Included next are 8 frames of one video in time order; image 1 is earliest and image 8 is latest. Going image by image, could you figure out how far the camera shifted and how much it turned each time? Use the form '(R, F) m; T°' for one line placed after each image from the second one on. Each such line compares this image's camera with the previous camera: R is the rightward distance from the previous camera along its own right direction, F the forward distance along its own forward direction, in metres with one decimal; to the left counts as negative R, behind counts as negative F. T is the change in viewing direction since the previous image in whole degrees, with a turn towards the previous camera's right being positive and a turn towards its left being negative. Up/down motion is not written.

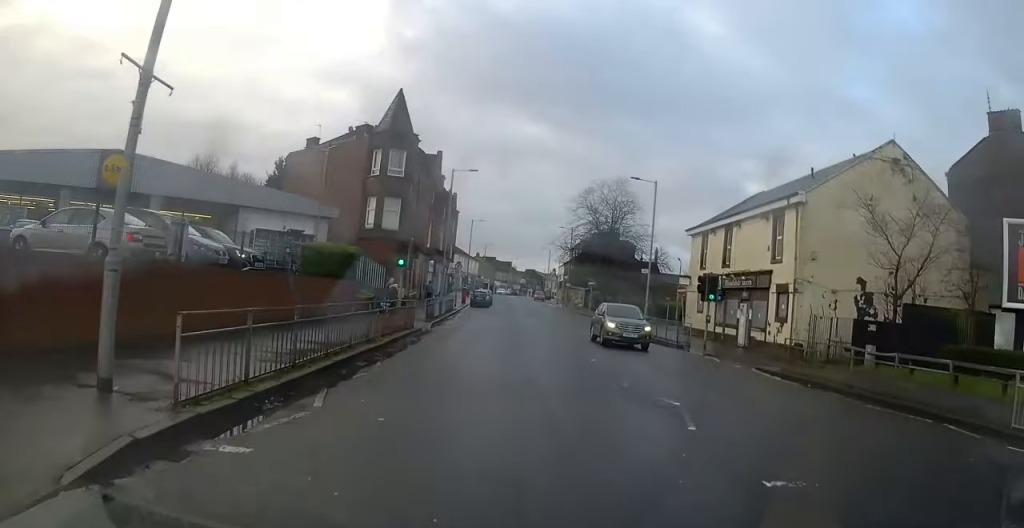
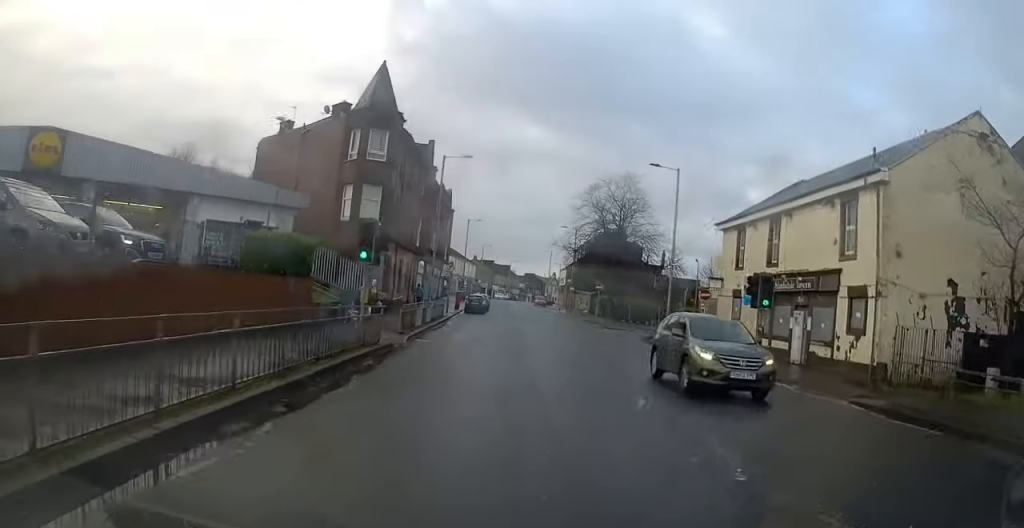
(0.0, +6.4) m; -1°
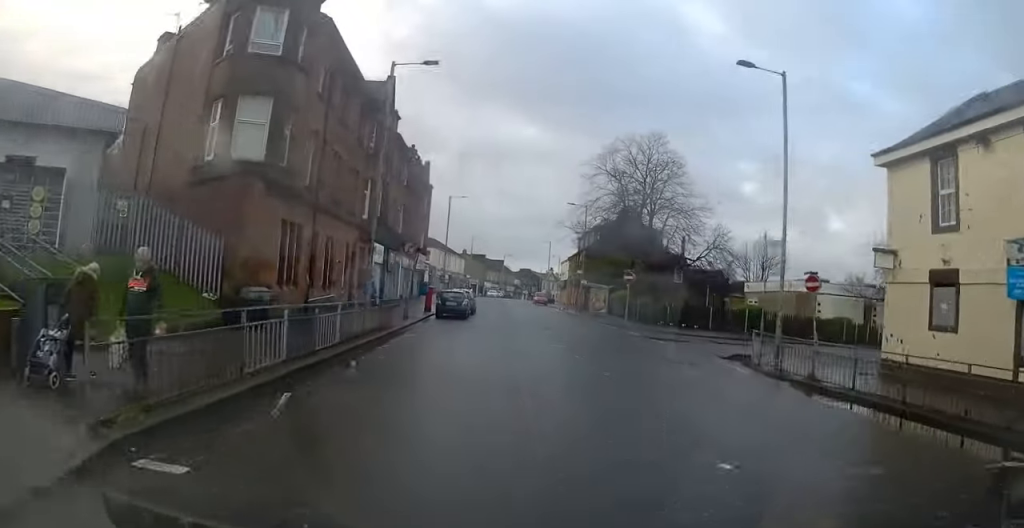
(-0.2, +17.1) m; +1°
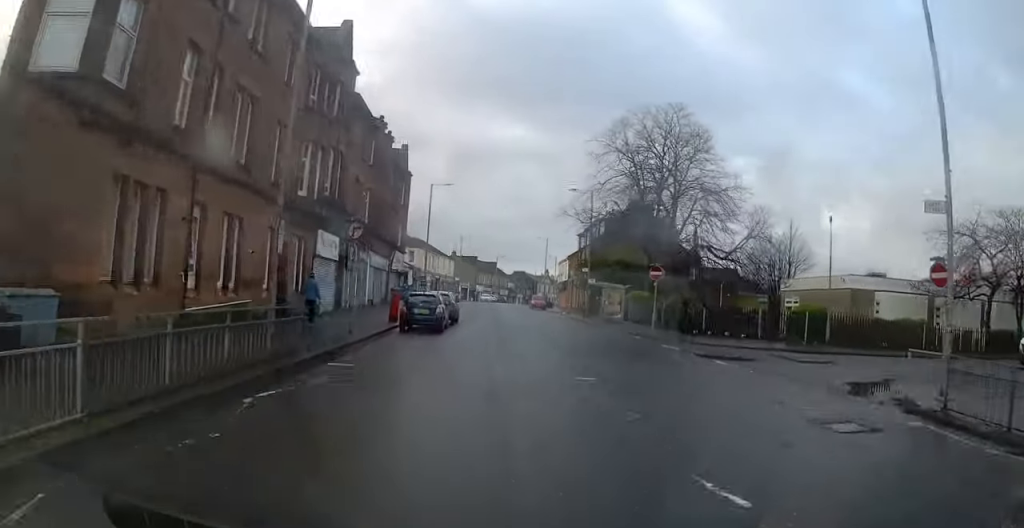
(+0.2, +9.7) m; +2°
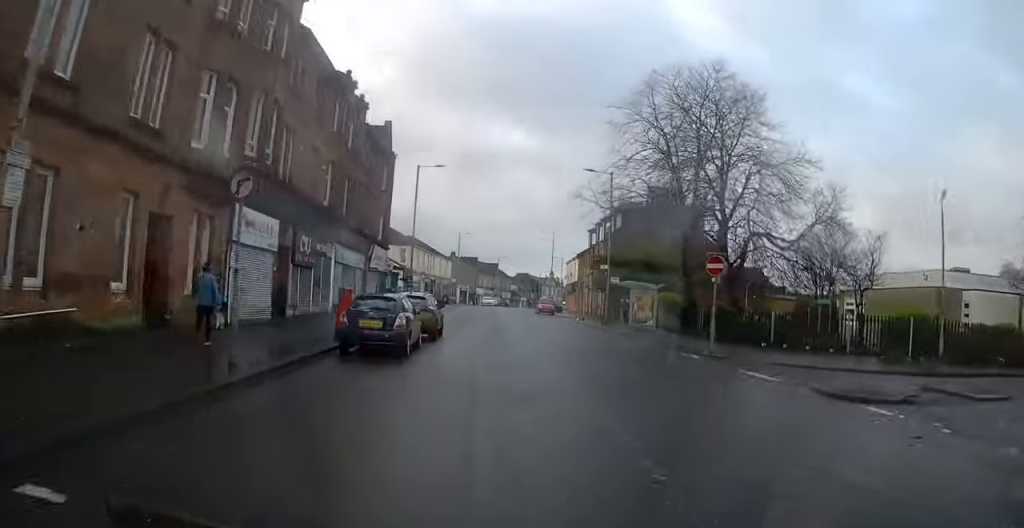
(+0.1, +9.2) m; 0°
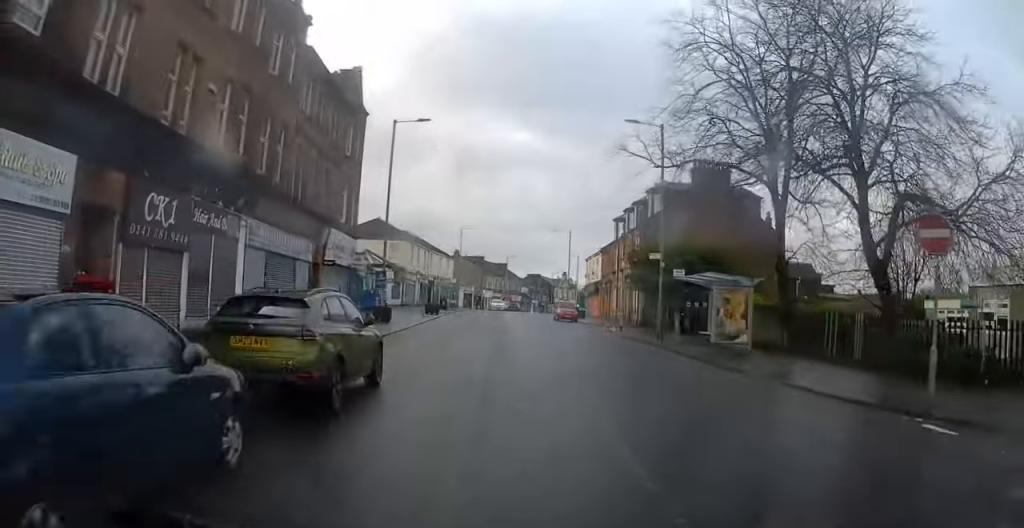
(0.0, +12.9) m; -1°
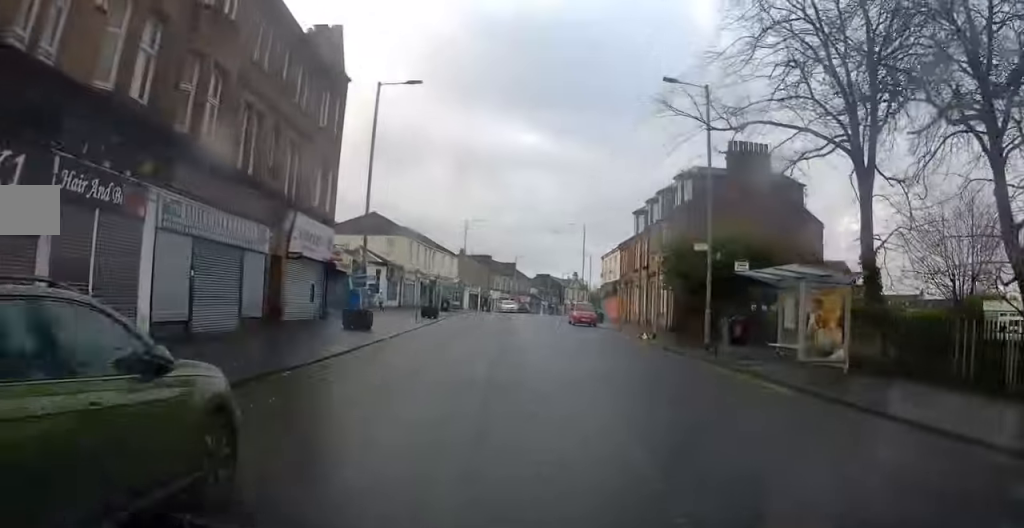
(0.0, +6.4) m; -1°
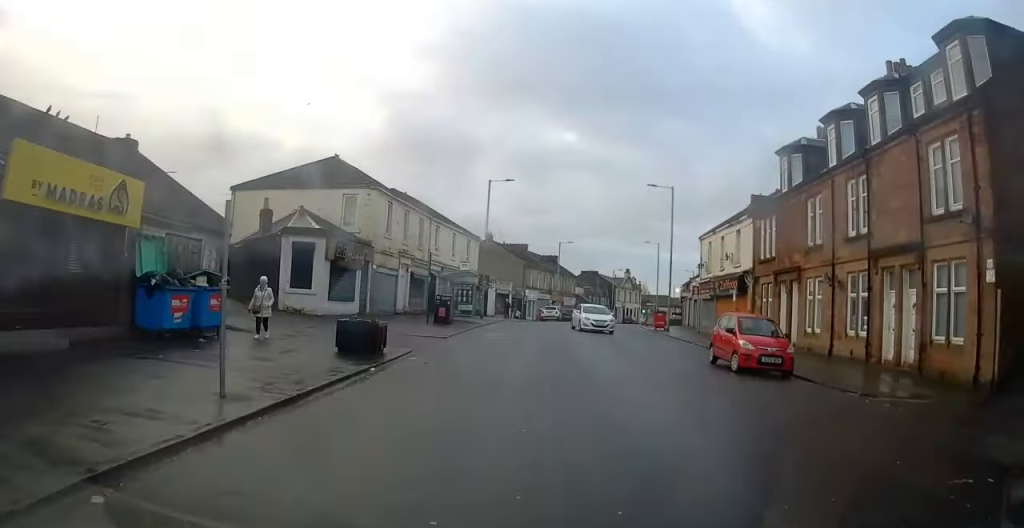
(-0.4, +26.4) m; -2°
